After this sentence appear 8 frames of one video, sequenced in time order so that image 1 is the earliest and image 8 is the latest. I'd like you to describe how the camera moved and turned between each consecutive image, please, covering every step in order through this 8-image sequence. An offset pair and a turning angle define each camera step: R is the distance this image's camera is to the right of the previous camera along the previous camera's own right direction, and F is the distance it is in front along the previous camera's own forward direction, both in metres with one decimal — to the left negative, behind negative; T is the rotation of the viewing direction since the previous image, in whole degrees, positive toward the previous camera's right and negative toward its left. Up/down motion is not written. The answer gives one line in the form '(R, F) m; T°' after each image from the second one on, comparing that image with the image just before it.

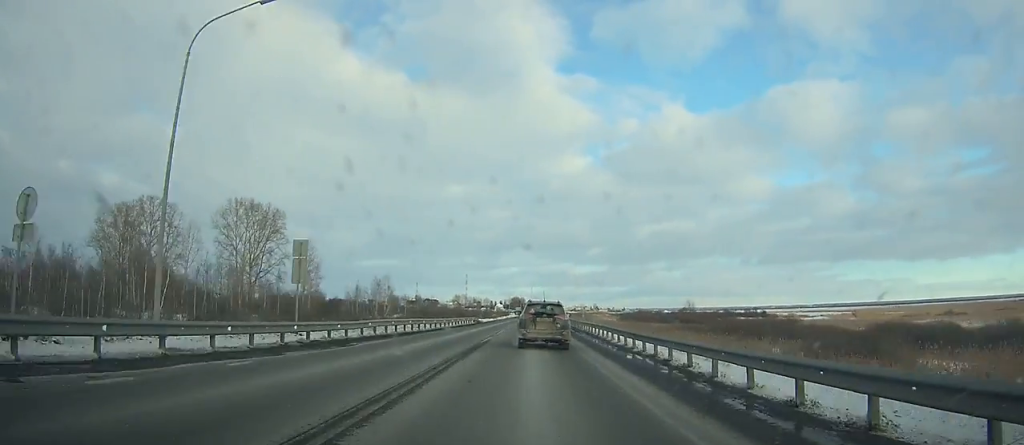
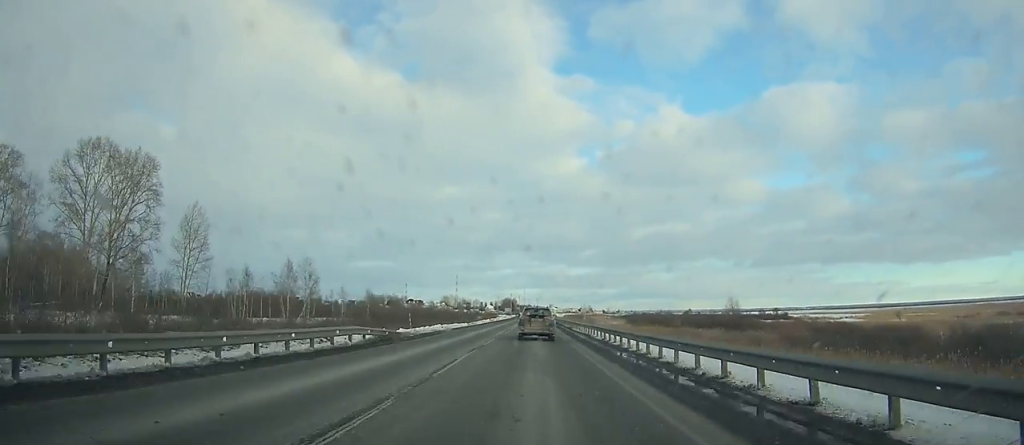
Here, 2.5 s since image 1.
(+0.8, +45.4) m; +1°
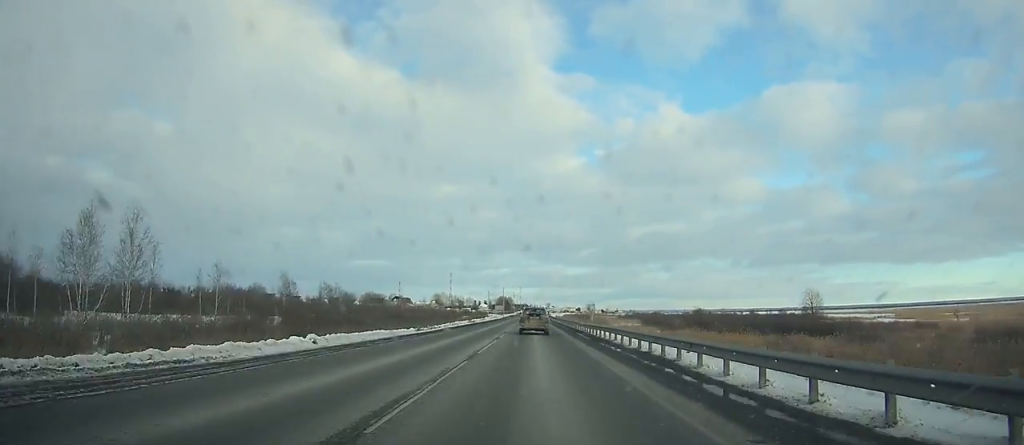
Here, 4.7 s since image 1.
(+0.2, +41.8) m; +1°
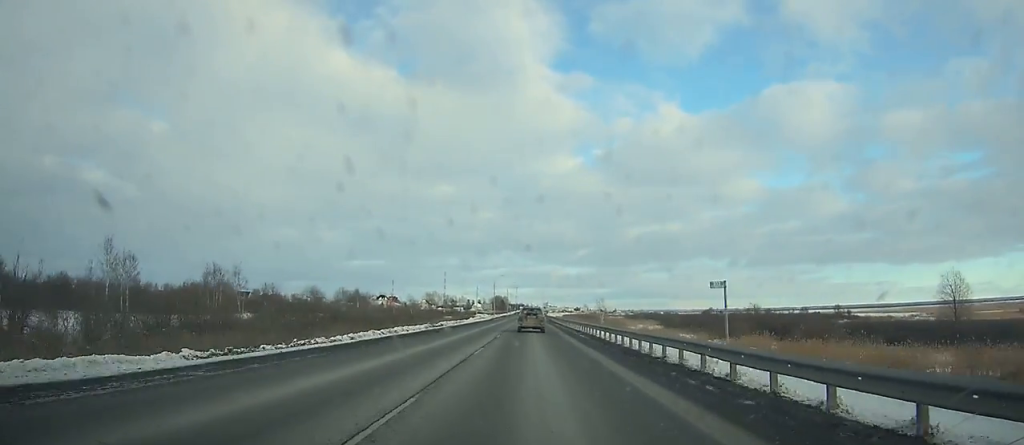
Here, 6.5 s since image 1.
(+0.2, +36.0) m; 0°
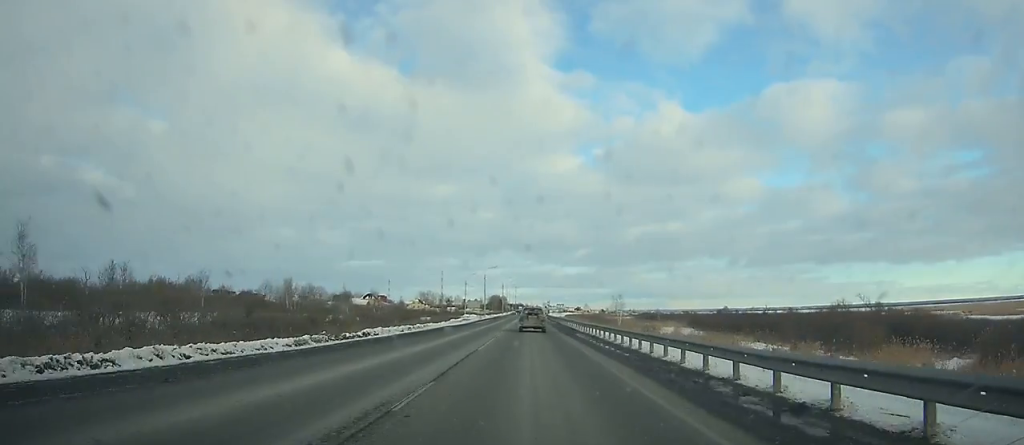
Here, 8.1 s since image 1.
(+0.1, +32.4) m; 0°
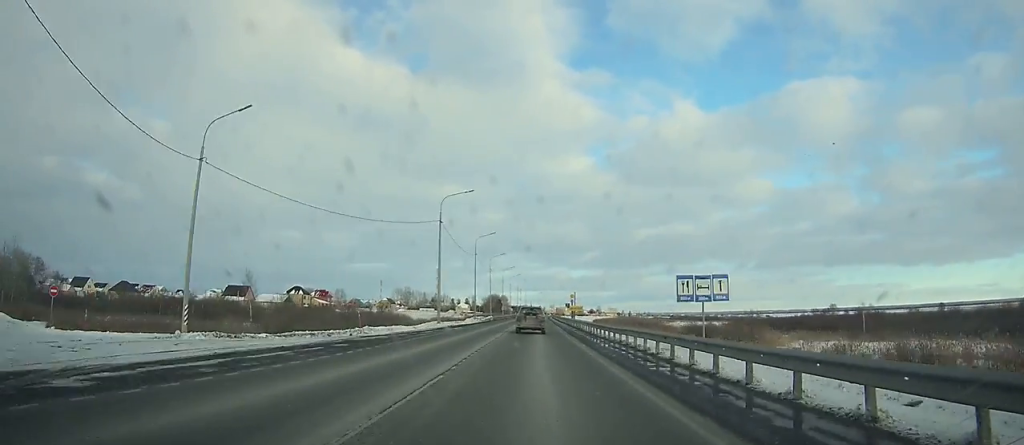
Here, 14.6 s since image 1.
(-0.5, +137.2) m; 0°
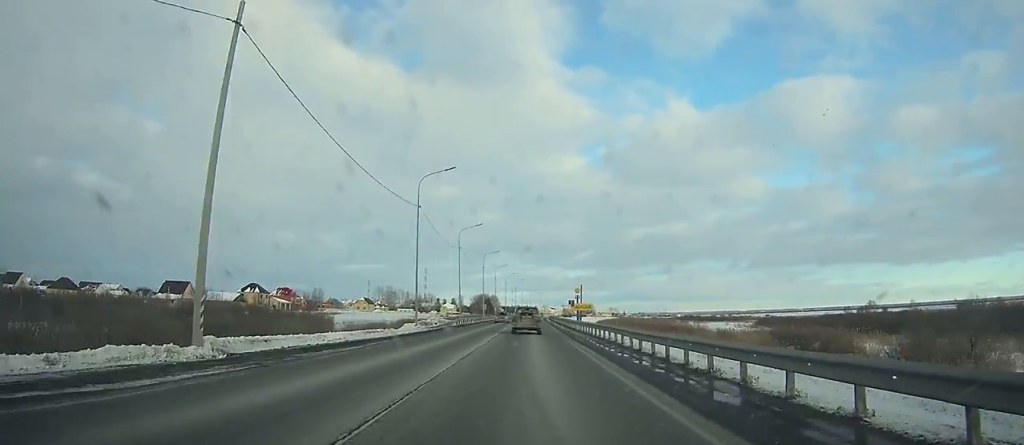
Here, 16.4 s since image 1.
(-0.1, +38.2) m; 0°
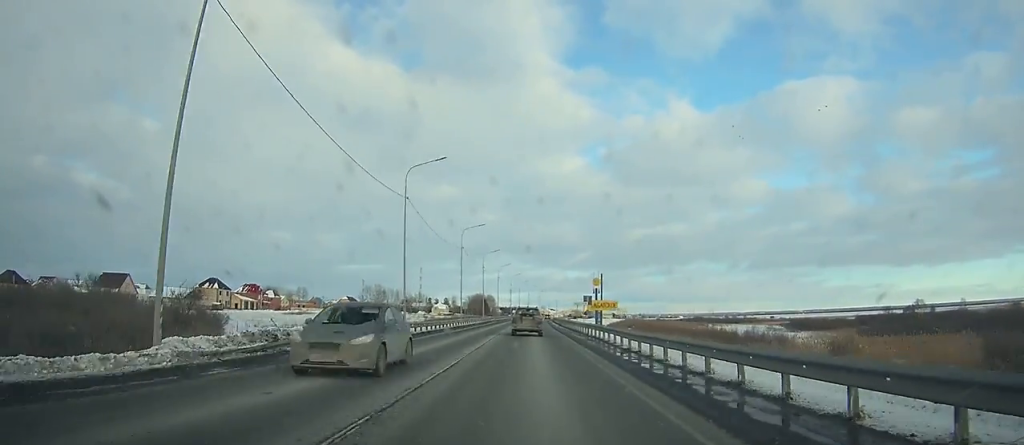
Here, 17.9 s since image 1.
(+0.1, +31.7) m; 0°
